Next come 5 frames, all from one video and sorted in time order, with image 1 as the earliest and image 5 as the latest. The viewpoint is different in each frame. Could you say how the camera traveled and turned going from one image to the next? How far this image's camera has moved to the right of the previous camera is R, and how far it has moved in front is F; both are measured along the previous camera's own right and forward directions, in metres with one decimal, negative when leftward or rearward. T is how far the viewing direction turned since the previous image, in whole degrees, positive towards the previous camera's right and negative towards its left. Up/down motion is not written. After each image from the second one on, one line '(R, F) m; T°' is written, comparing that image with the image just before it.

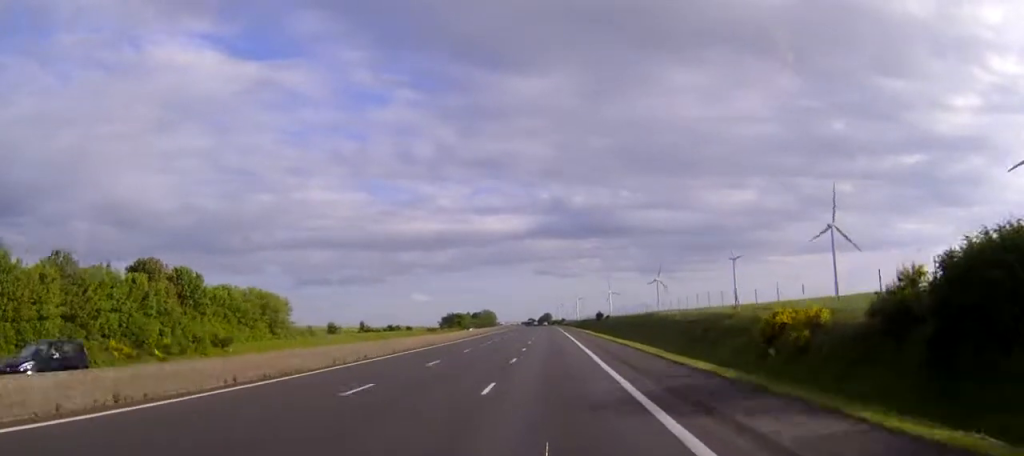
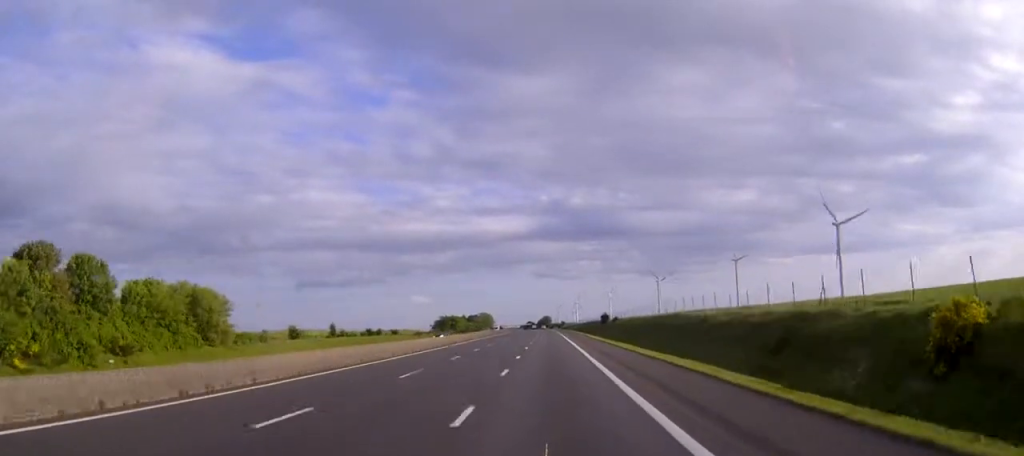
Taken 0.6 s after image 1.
(0.0, +18.6) m; 0°
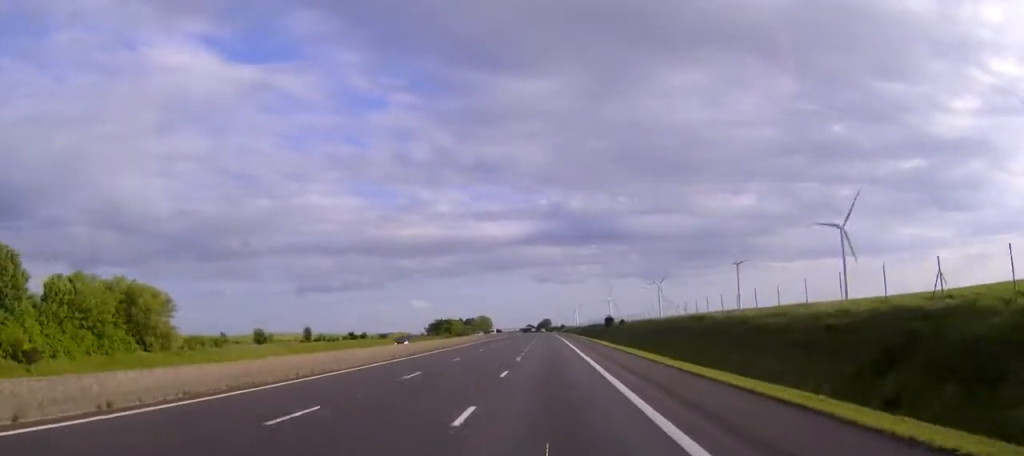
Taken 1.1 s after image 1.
(0.0, +12.7) m; 0°
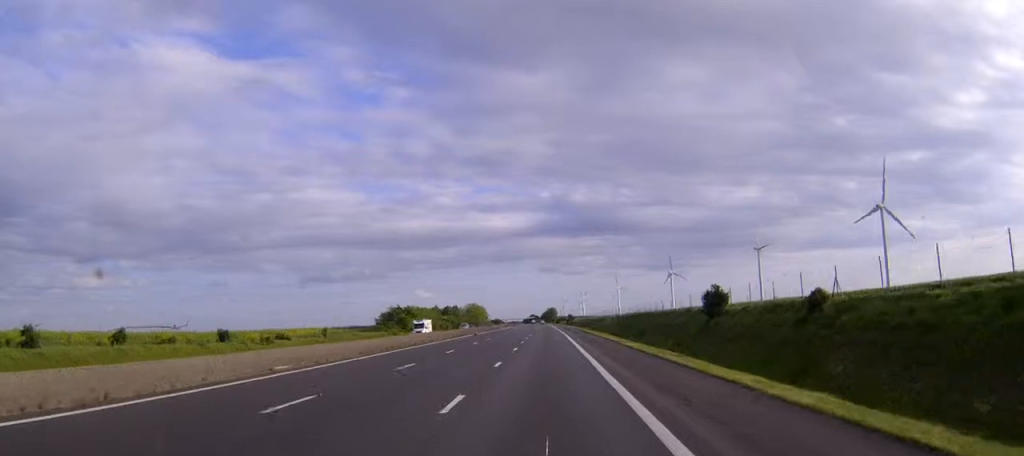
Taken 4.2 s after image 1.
(-0.1, +91.3) m; 0°
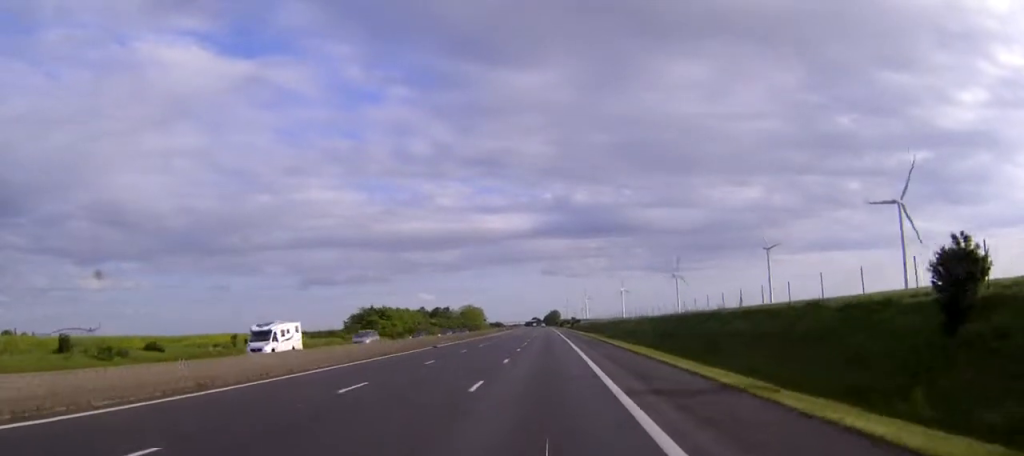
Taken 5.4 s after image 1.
(-0.1, +33.8) m; 0°
